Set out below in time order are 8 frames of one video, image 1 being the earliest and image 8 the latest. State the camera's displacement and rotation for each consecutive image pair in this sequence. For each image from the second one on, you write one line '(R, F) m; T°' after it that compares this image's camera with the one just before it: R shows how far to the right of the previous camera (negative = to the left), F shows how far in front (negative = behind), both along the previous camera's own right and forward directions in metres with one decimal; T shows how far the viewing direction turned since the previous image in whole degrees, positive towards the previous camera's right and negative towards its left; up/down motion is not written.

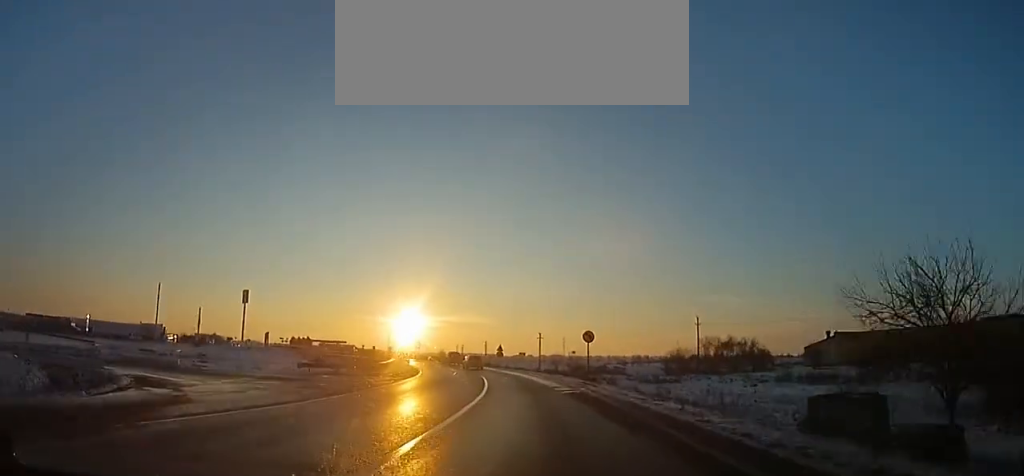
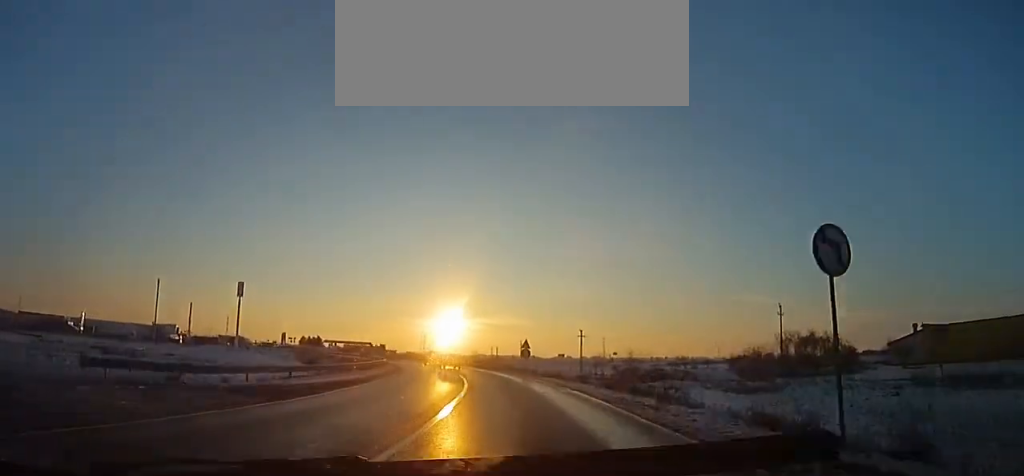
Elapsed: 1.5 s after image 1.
(-1.2, +20.5) m; -5°
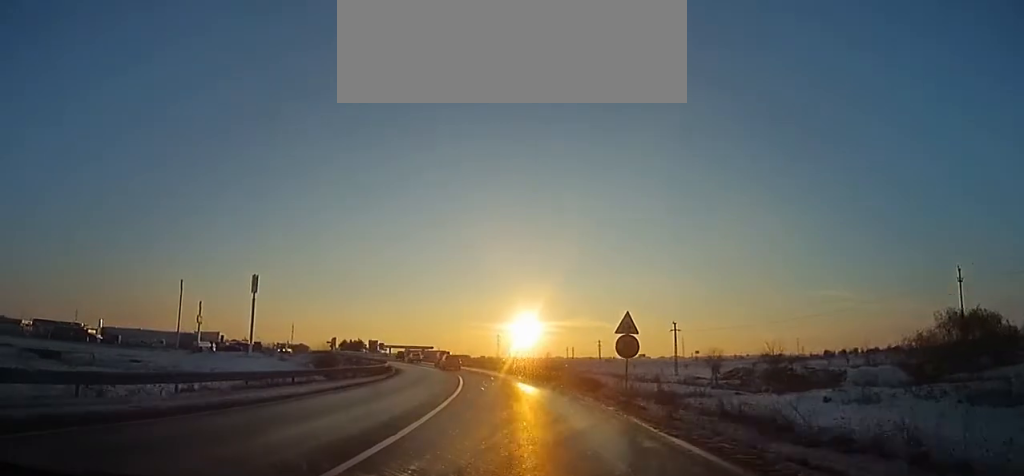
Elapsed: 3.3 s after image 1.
(-1.2, +23.9) m; -7°
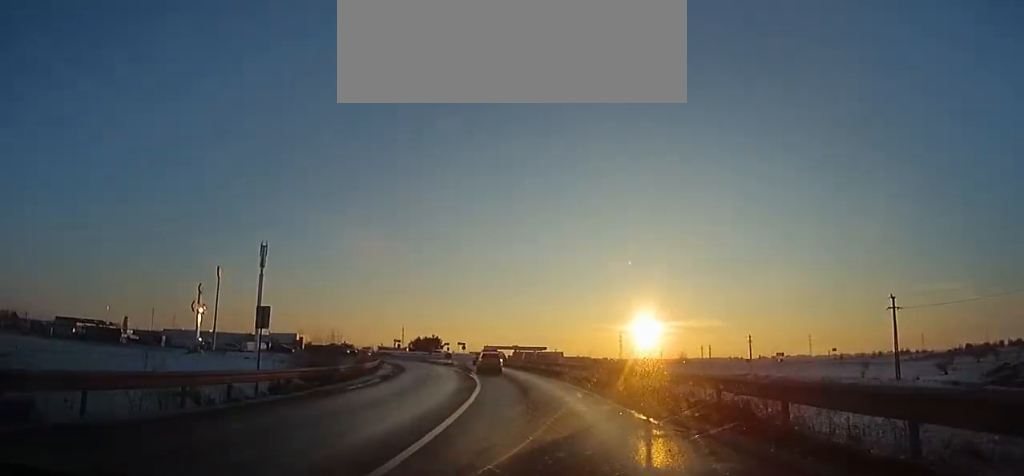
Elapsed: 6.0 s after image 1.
(-3.3, +35.2) m; -13°
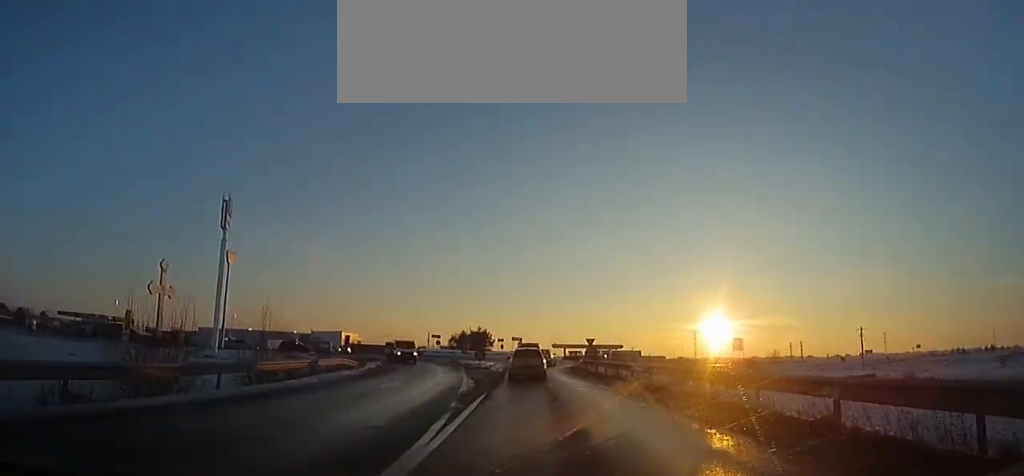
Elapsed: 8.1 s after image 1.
(-2.3, +22.5) m; -7°
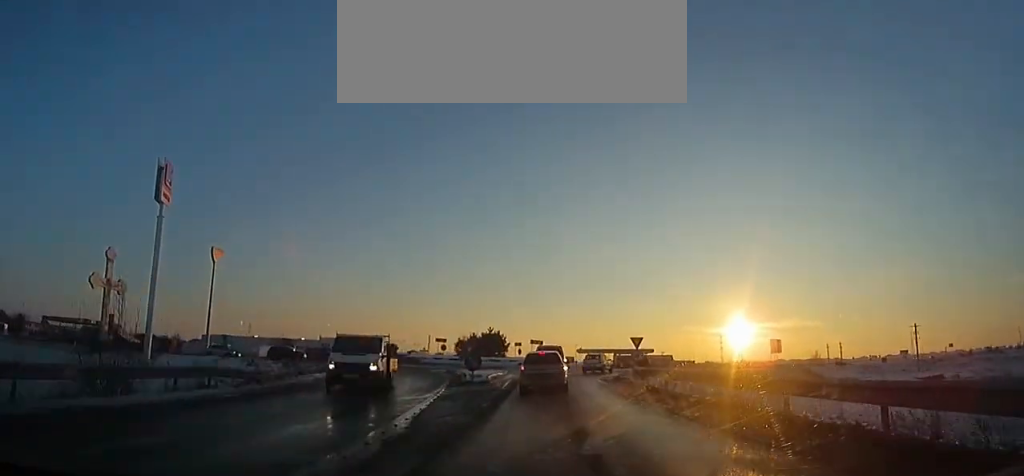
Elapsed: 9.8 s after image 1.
(-0.1, +13.8) m; -3°
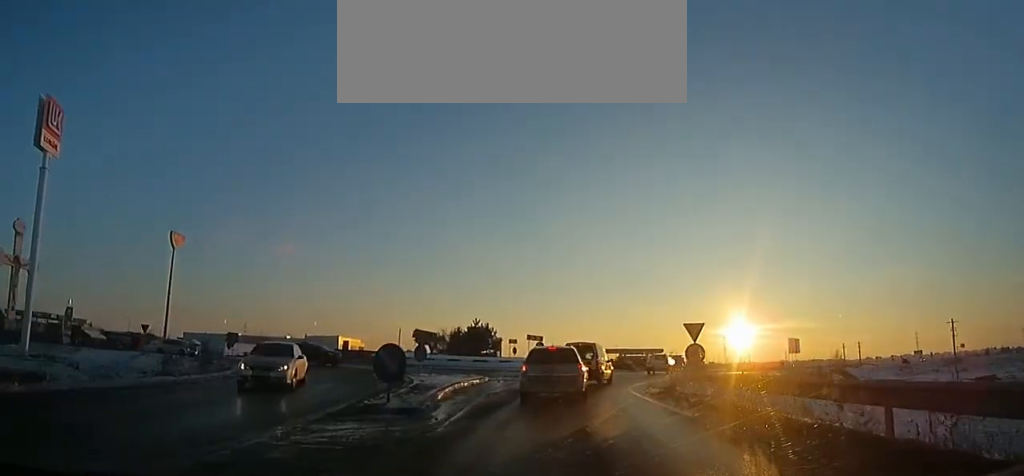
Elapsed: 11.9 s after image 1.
(-0.8, +13.8) m; -2°
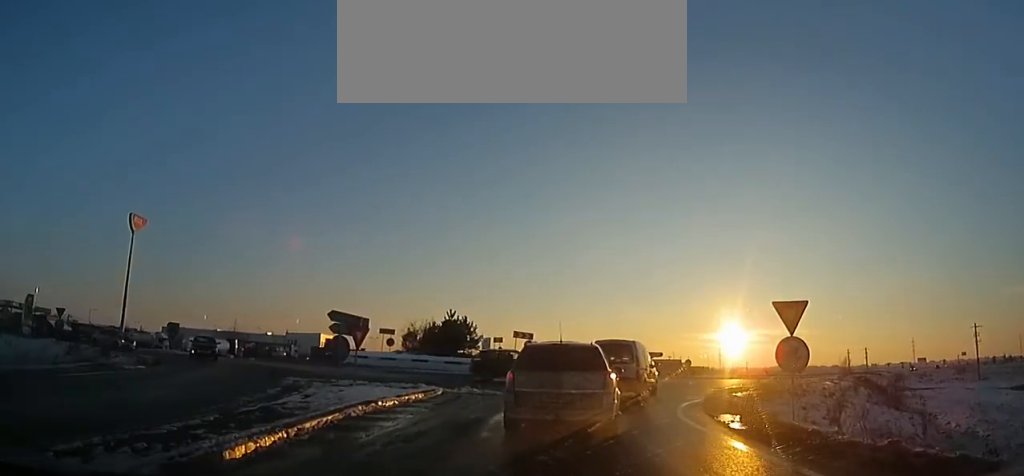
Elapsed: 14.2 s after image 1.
(+0.4, +9.9) m; +4°
